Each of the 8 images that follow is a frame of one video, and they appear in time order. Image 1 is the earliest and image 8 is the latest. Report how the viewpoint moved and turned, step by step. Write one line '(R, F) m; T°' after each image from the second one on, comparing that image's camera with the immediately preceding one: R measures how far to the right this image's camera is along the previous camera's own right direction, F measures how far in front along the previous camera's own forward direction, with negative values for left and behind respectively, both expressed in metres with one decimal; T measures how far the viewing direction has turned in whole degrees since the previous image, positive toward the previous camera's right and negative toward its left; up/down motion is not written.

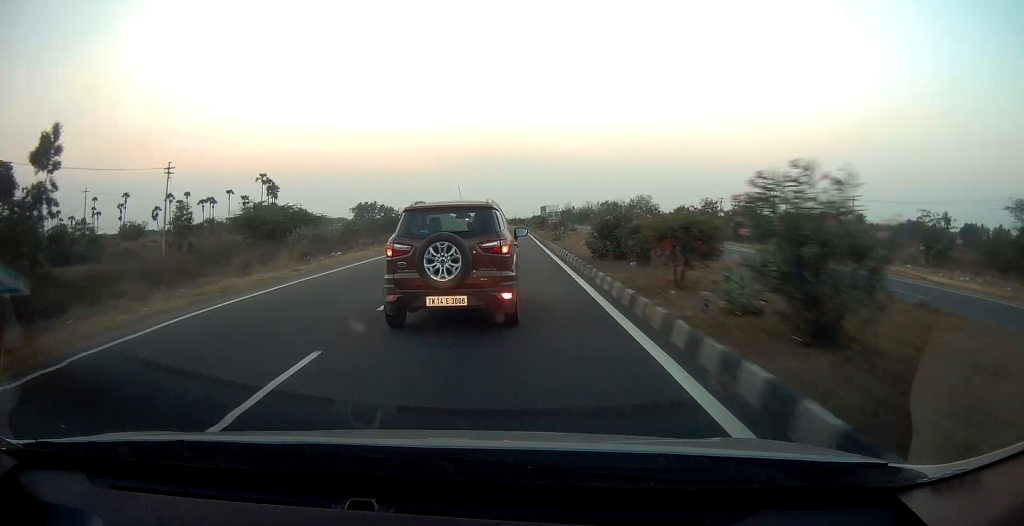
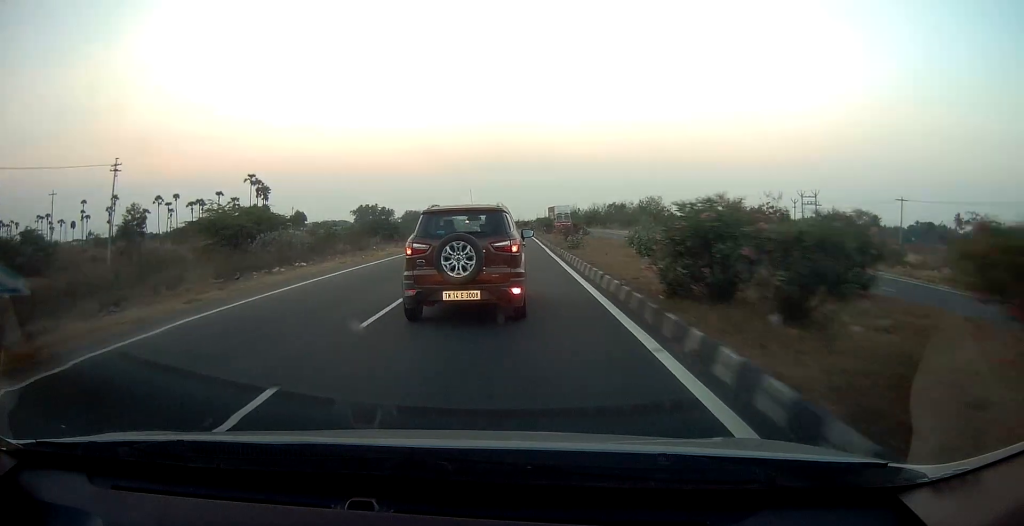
(0.0, +7.5) m; 0°
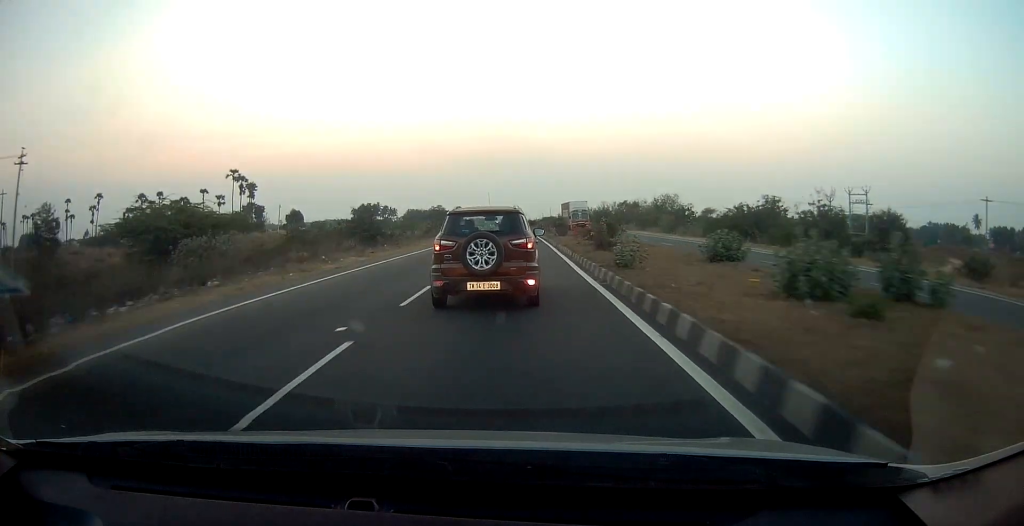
(-0.1, +10.3) m; 0°
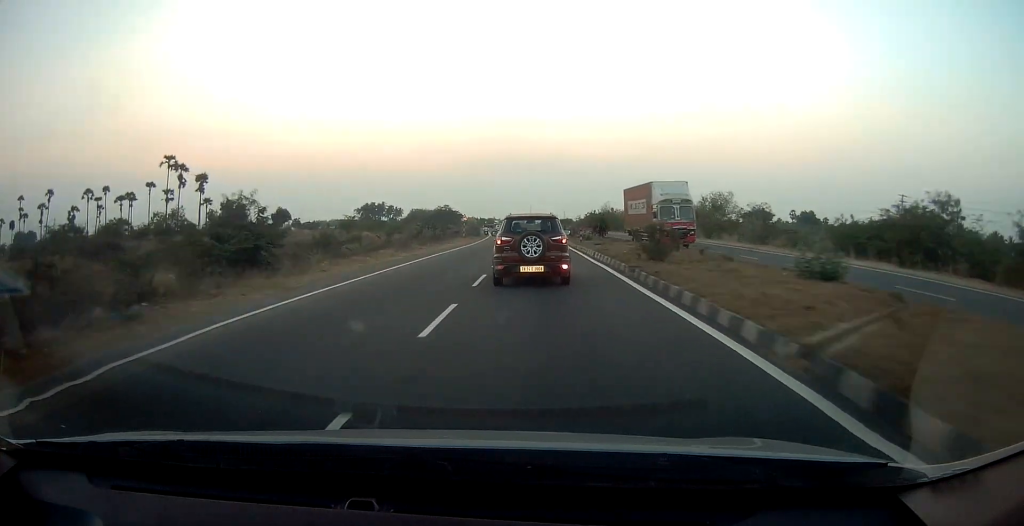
(-0.2, +27.1) m; -1°
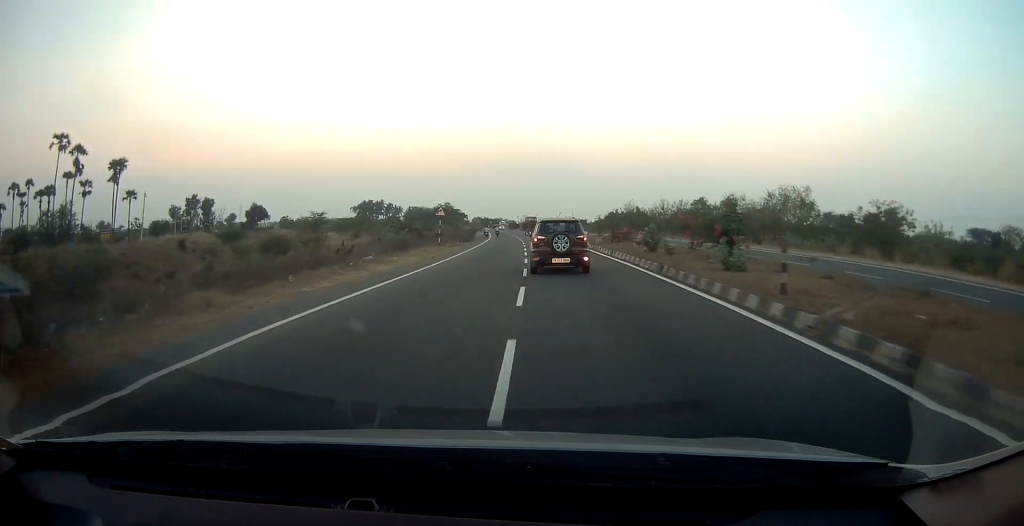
(-0.4, +27.4) m; -1°
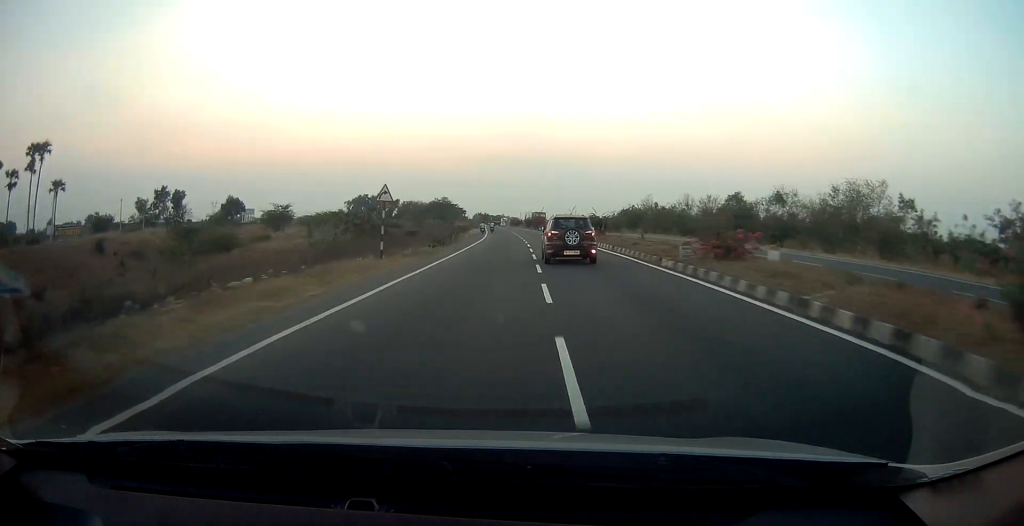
(-0.1, +18.2) m; 0°
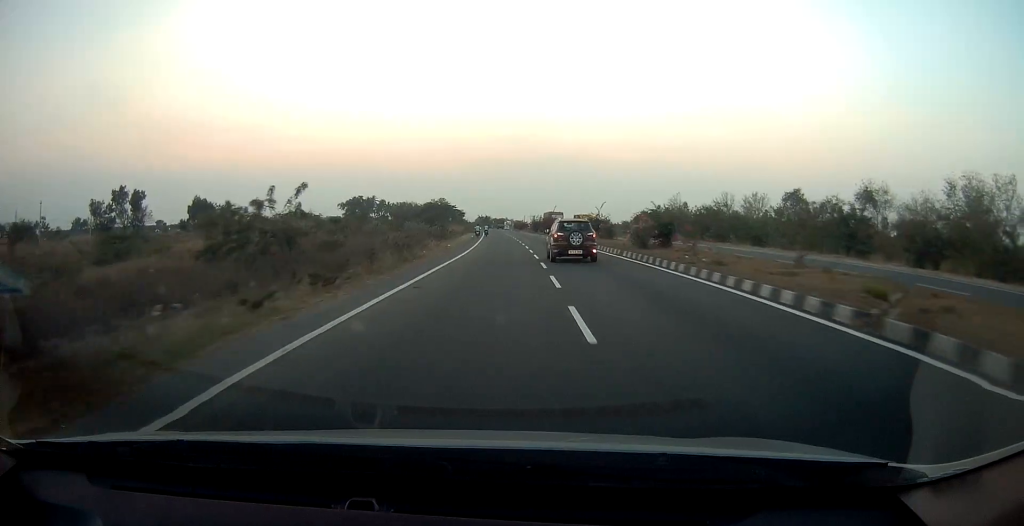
(0.0, +21.2) m; 0°
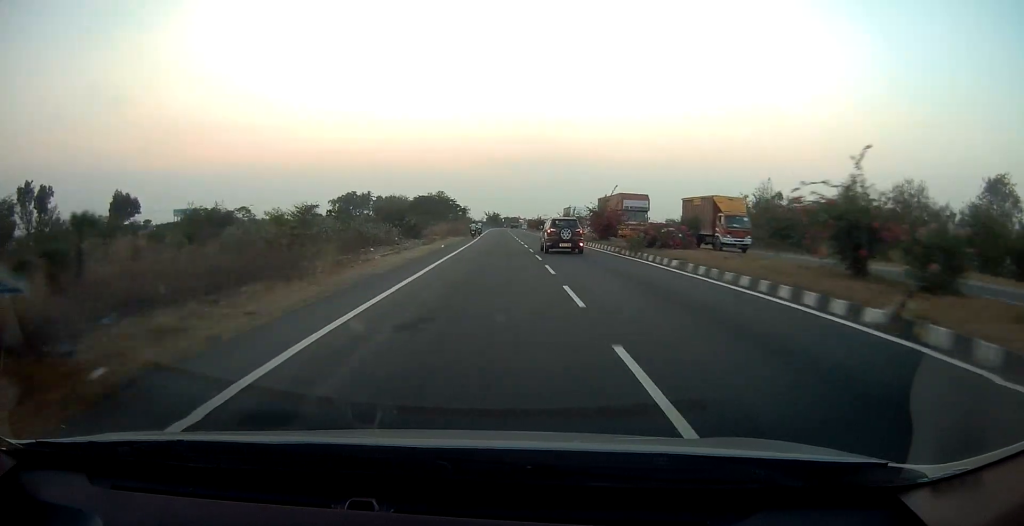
(-0.3, +38.9) m; -1°
